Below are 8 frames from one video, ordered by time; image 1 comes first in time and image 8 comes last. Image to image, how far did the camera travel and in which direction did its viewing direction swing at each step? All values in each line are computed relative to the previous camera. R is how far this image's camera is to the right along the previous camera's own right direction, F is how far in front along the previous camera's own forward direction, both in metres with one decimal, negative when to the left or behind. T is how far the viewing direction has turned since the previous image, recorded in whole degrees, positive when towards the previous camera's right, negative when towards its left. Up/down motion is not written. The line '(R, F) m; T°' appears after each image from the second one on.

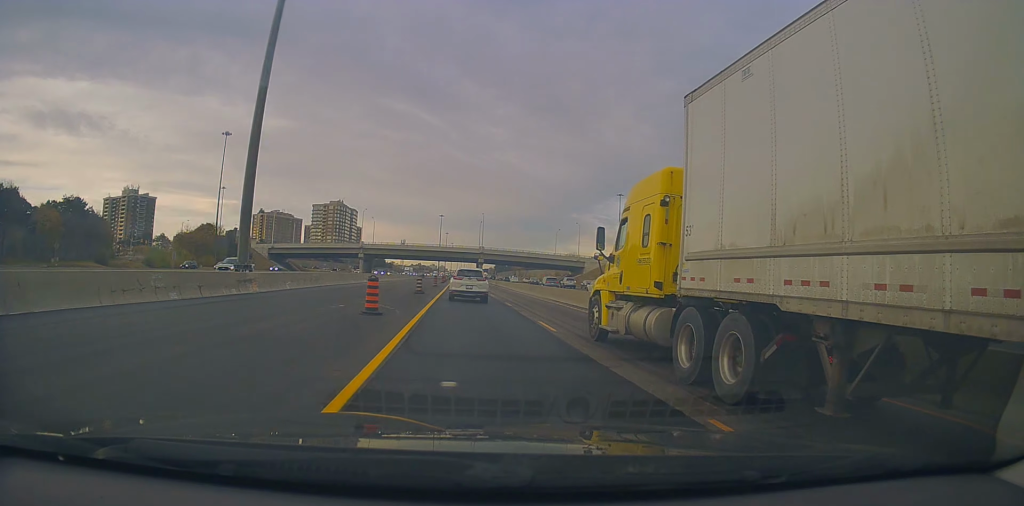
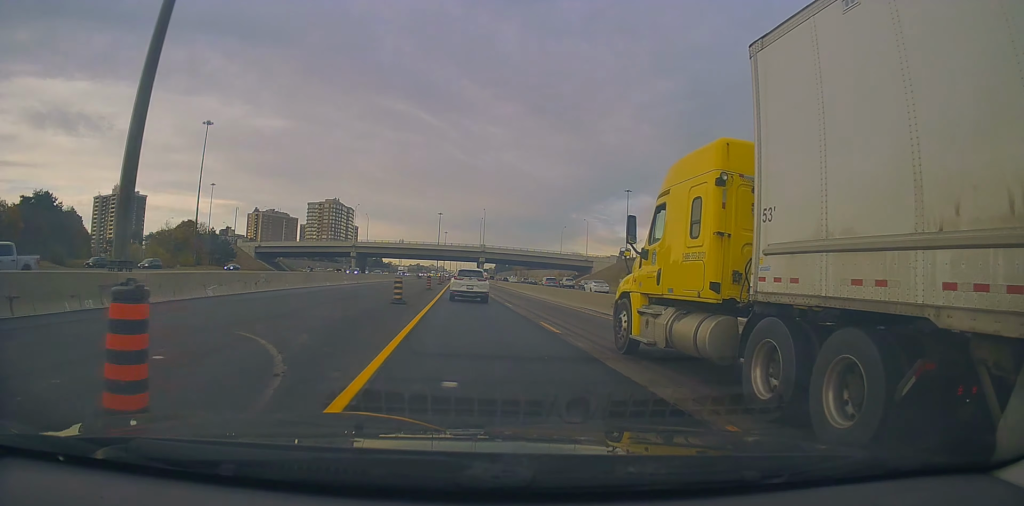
(0.0, +11.7) m; 0°
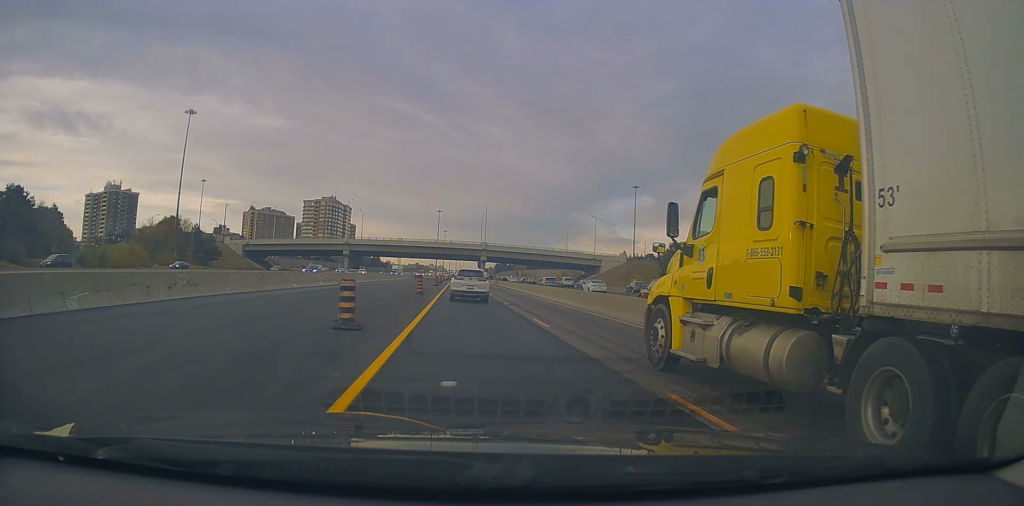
(0.0, +10.5) m; 0°
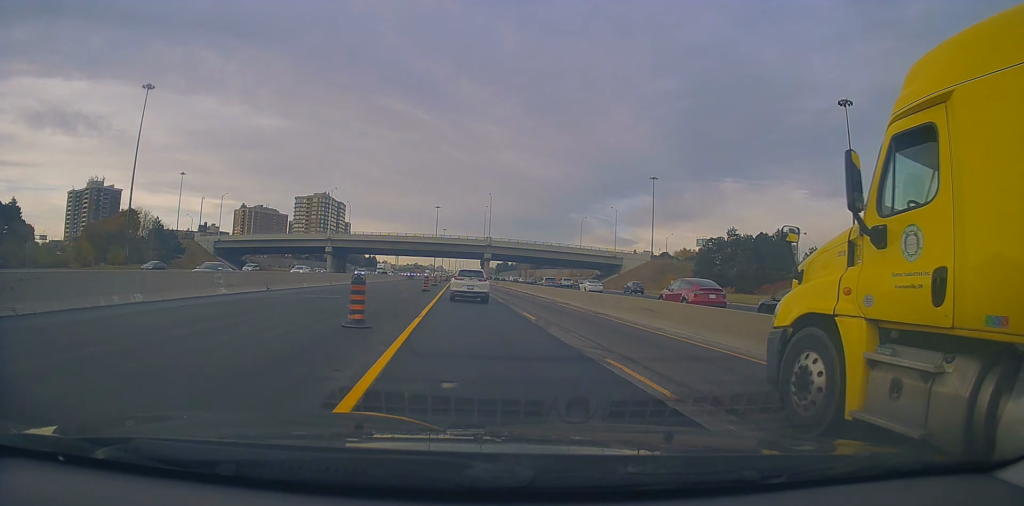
(-0.2, +20.6) m; 0°
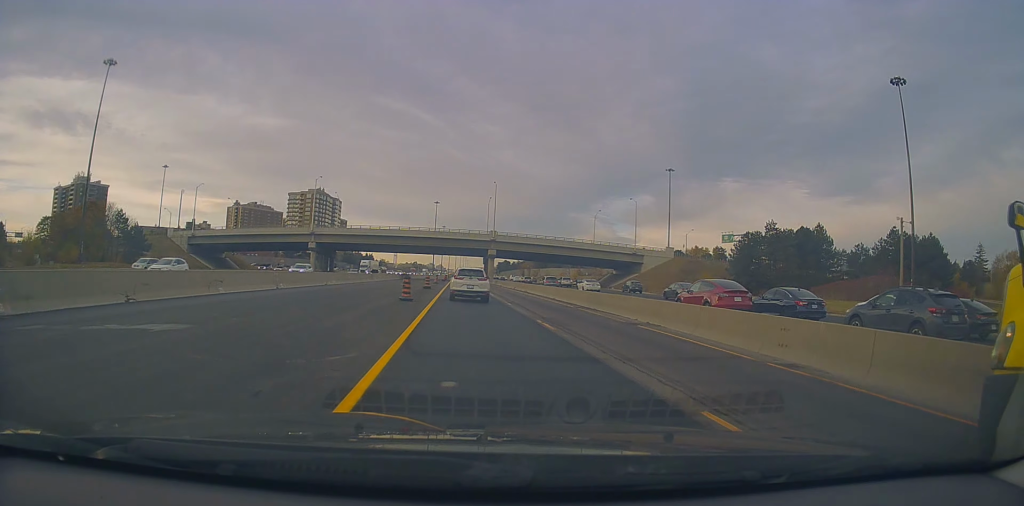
(+0.1, +15.6) m; 0°
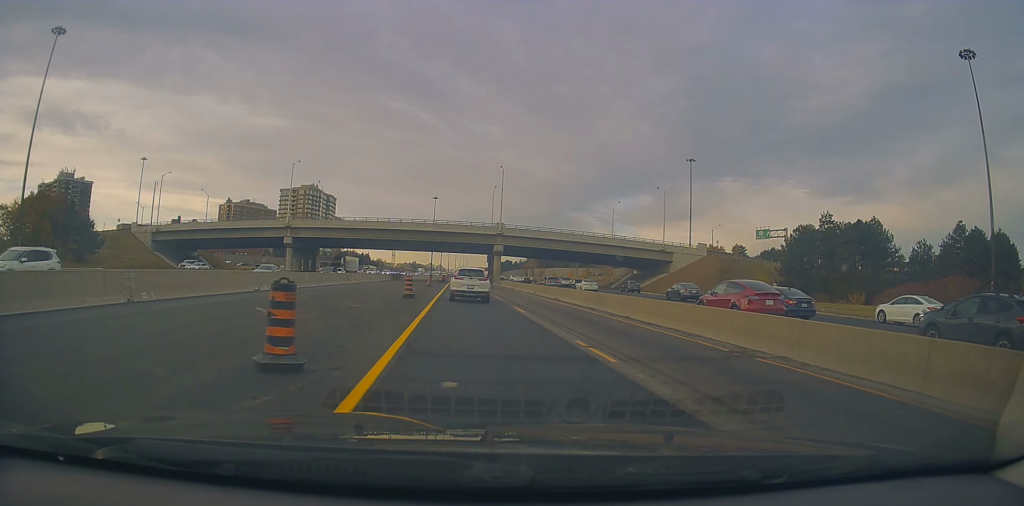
(0.0, +17.1) m; 0°
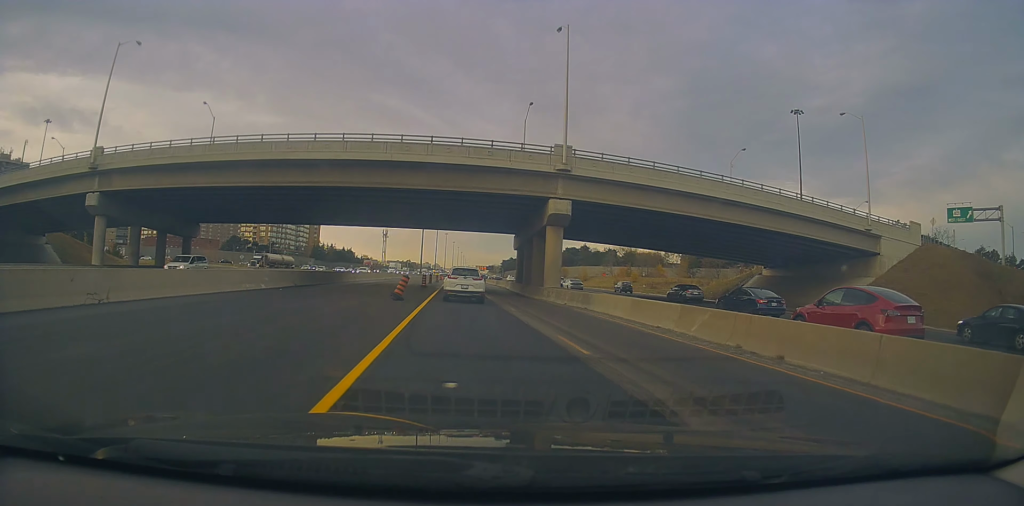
(+0.7, +59.2) m; 0°
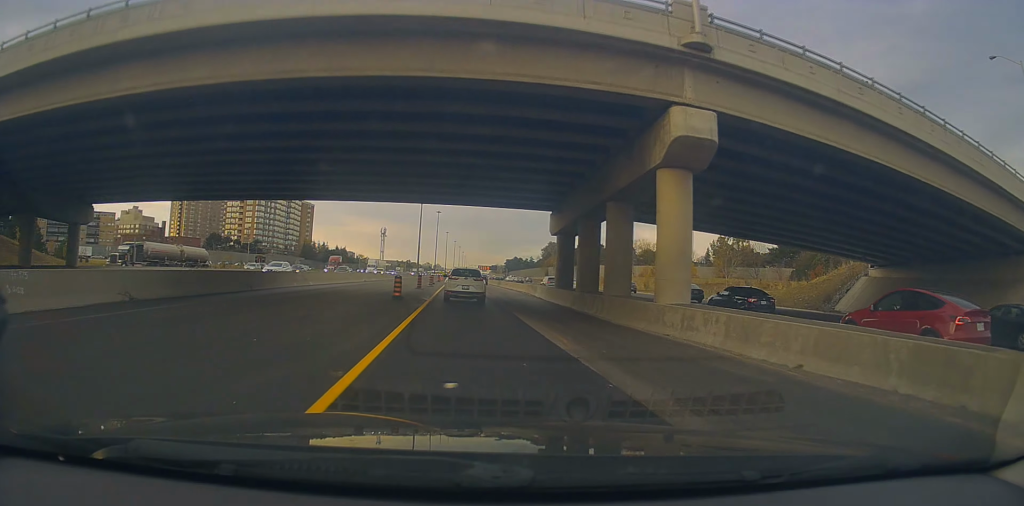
(-0.2, +21.9) m; 0°
